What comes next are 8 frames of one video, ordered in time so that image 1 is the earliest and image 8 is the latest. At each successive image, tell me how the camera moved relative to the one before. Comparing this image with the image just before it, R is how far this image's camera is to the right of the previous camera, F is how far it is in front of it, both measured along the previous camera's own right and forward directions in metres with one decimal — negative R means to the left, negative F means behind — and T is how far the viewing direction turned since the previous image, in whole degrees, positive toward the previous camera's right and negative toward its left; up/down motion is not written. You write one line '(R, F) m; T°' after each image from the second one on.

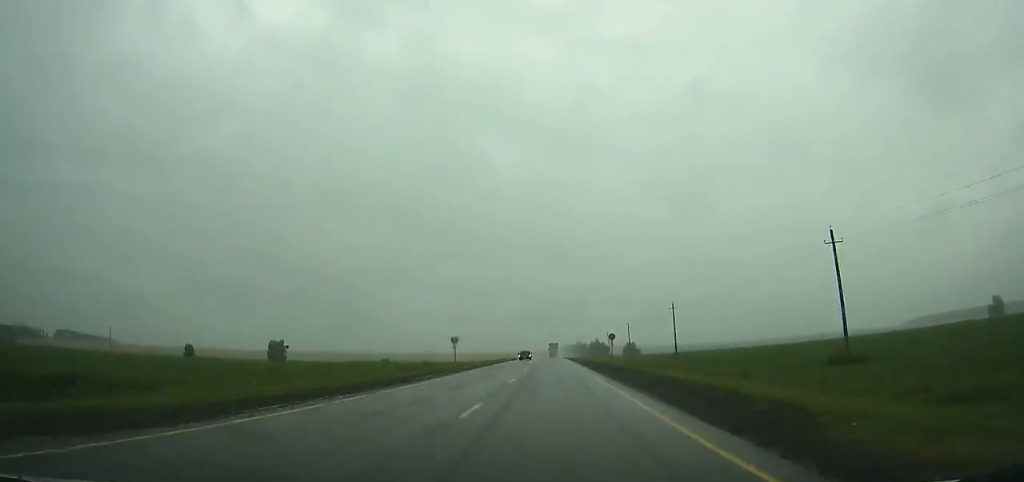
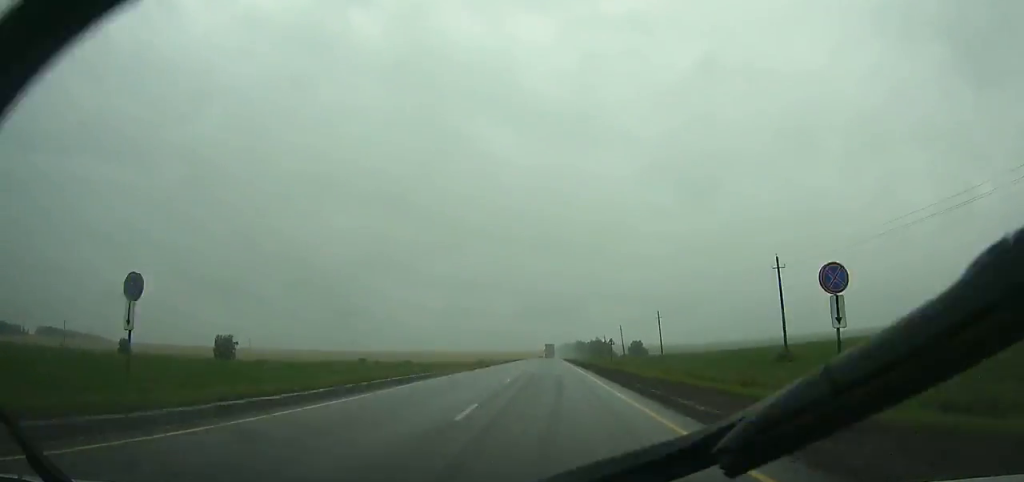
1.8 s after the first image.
(0.0, +48.0) m; 0°
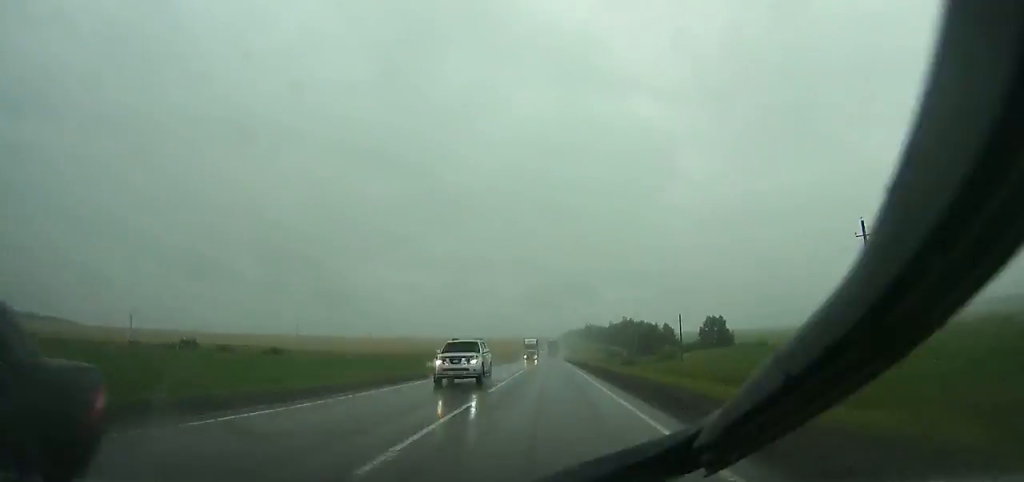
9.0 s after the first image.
(+0.3, +192.0) m; 0°
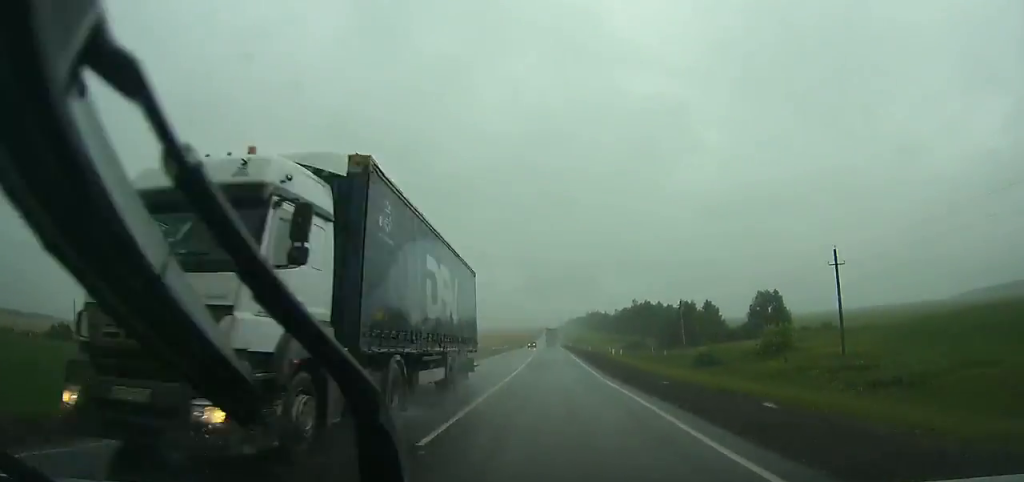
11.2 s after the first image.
(-0.1, +58.6) m; 0°
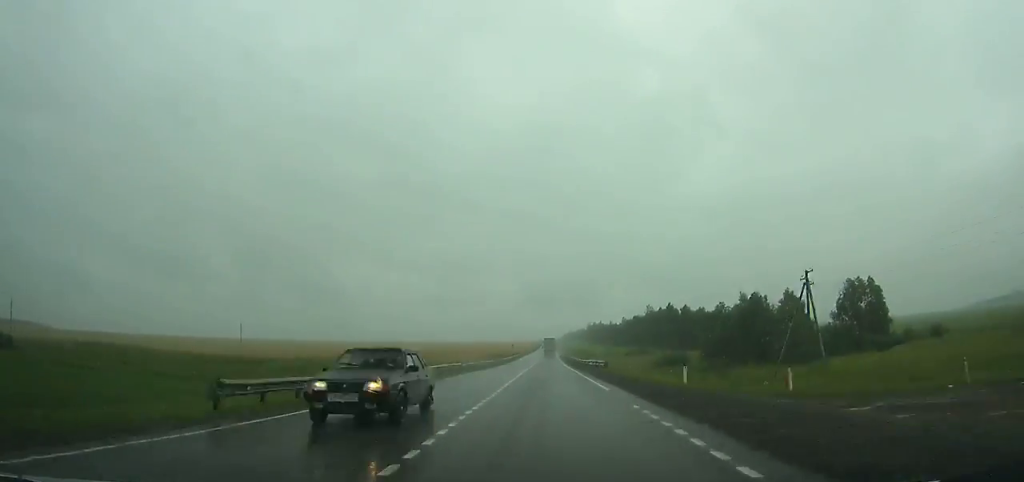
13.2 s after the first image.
(+0.1, +53.3) m; 0°
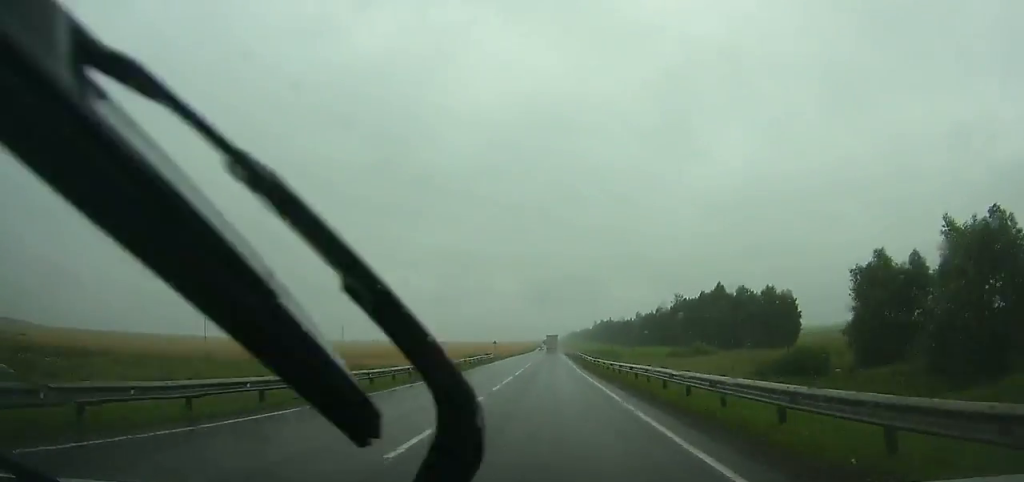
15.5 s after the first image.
(+0.1, +61.4) m; 0°
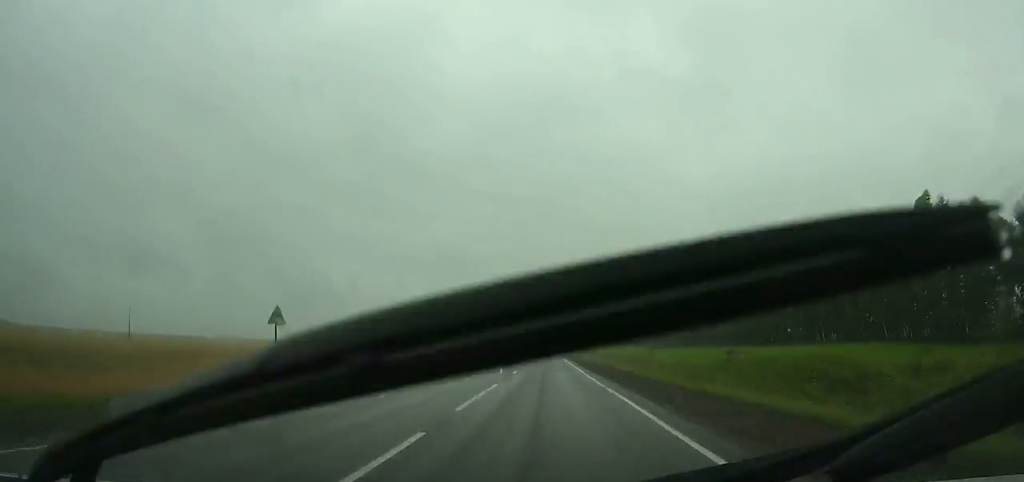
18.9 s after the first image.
(+0.1, +90.7) m; 0°
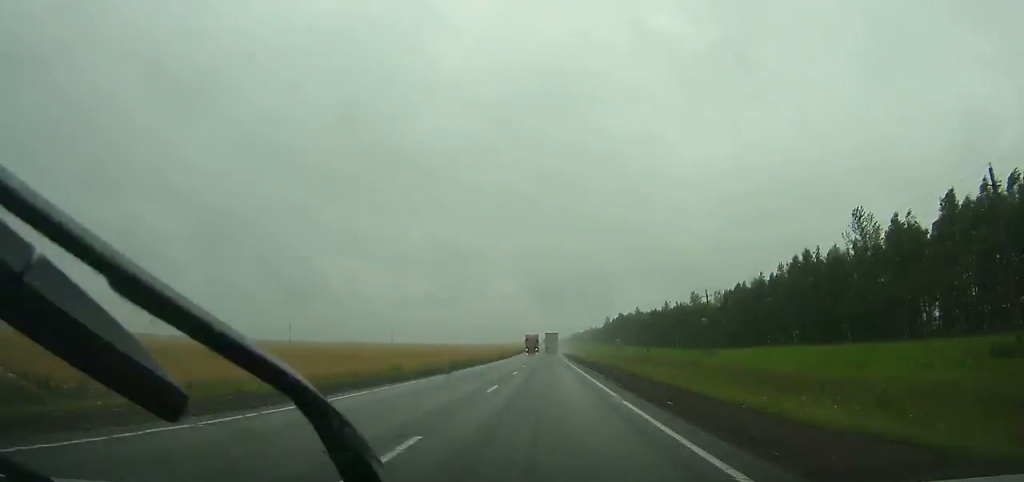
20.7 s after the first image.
(-0.1, +47.8) m; 0°
